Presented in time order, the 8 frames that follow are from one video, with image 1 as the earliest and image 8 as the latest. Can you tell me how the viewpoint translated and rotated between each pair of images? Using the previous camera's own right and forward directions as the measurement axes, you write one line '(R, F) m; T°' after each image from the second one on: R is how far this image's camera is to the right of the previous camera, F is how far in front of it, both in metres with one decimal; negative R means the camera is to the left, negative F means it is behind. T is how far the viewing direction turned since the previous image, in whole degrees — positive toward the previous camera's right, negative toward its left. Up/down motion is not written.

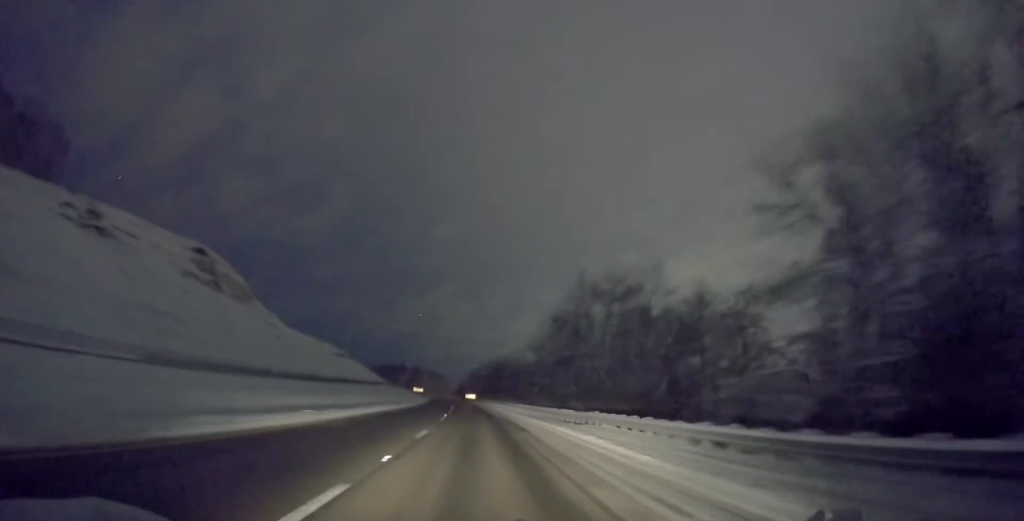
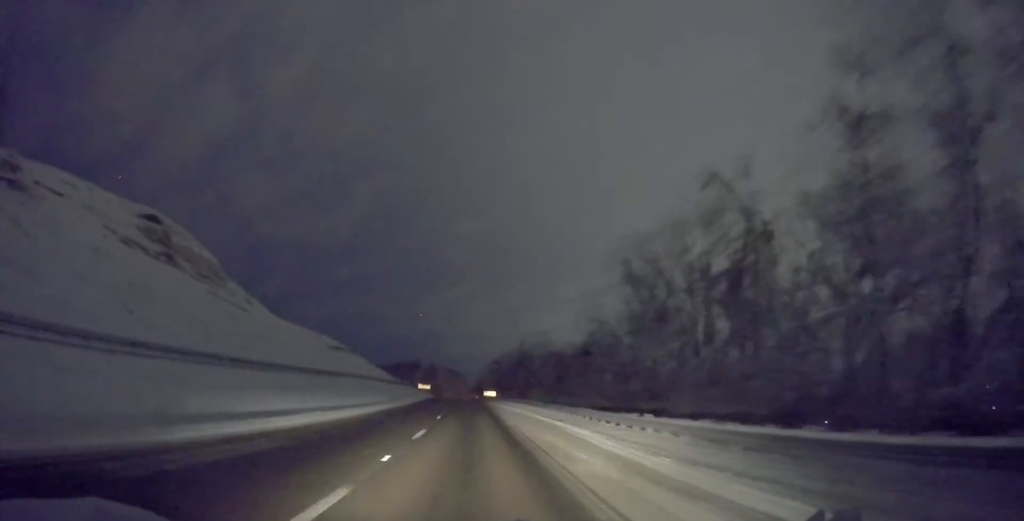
(-1.1, +49.0) m; -3°
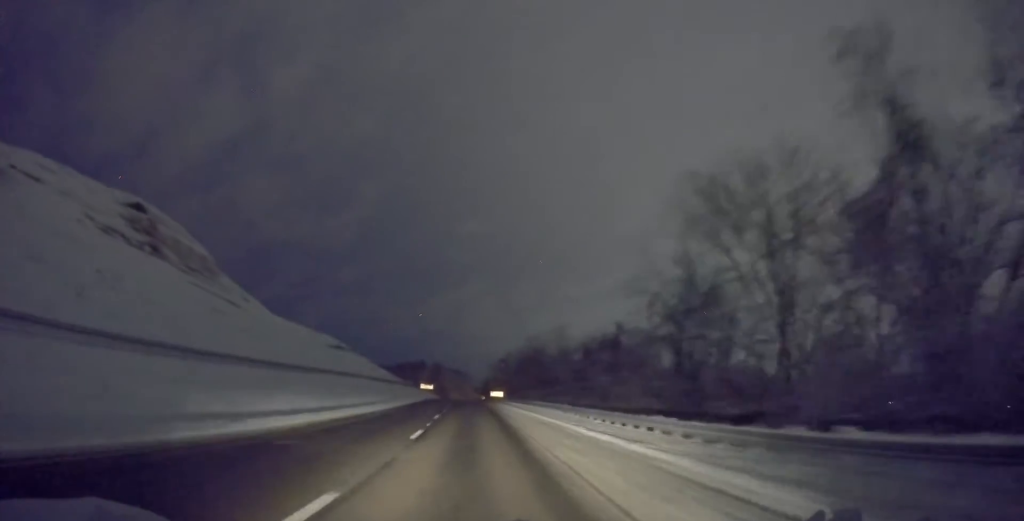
(-0.1, +12.5) m; 0°
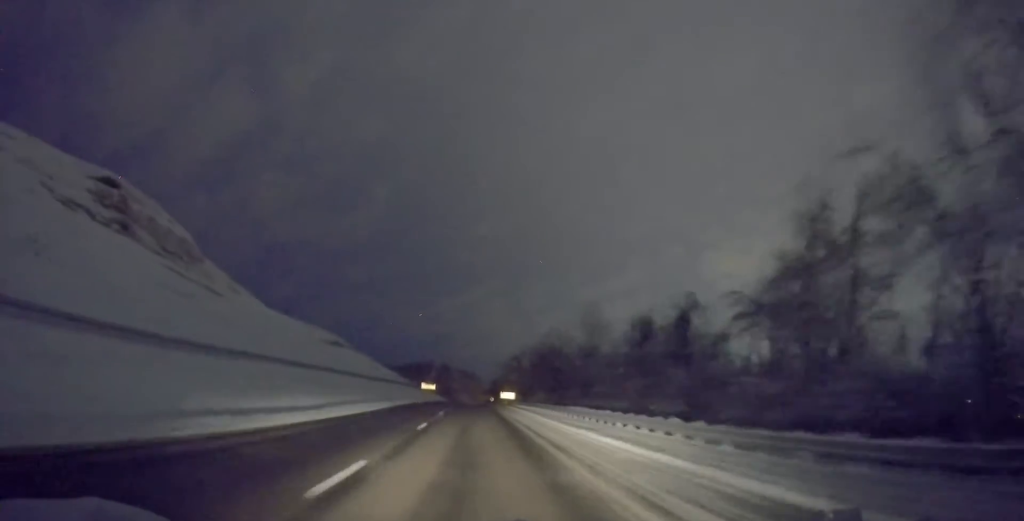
(-0.1, +21.1) m; 0°
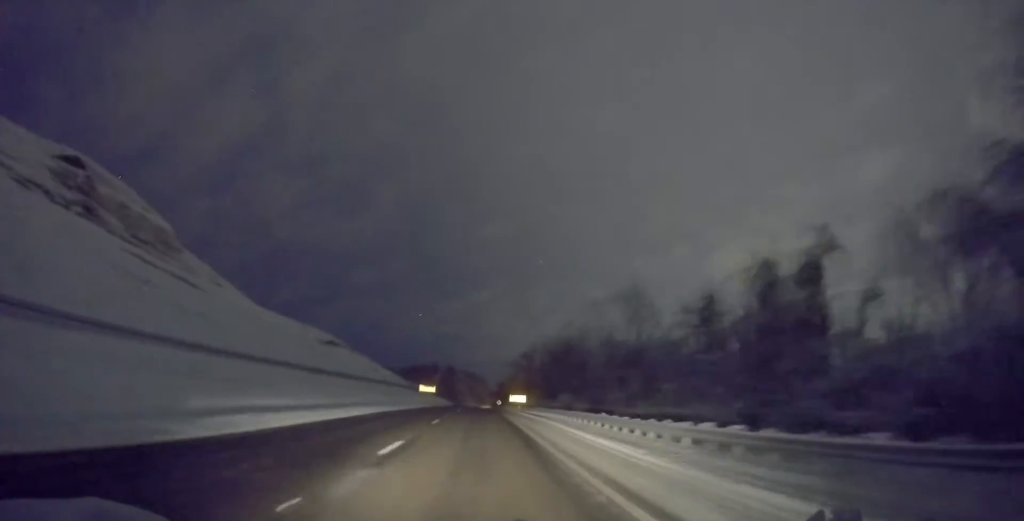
(+0.1, +19.6) m; 0°
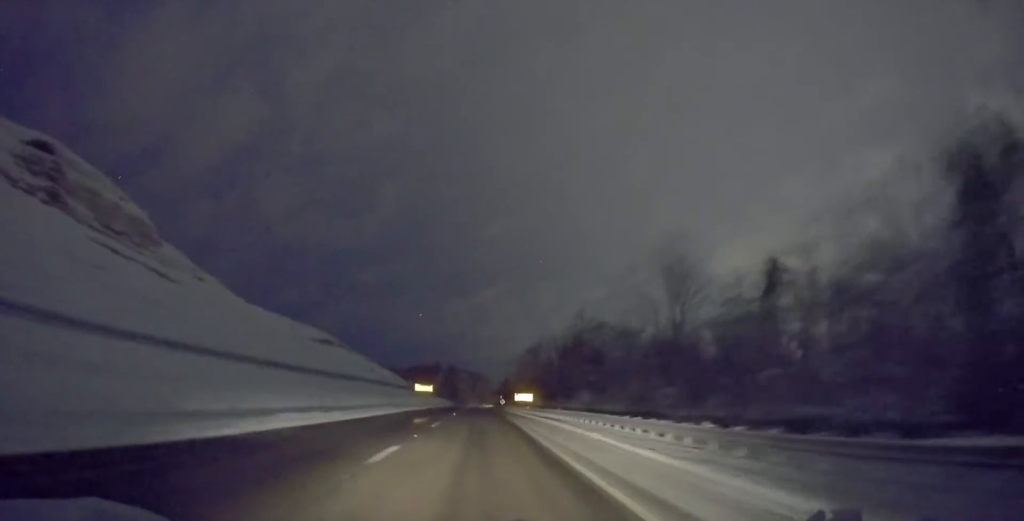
(-0.3, +13.4) m; 0°
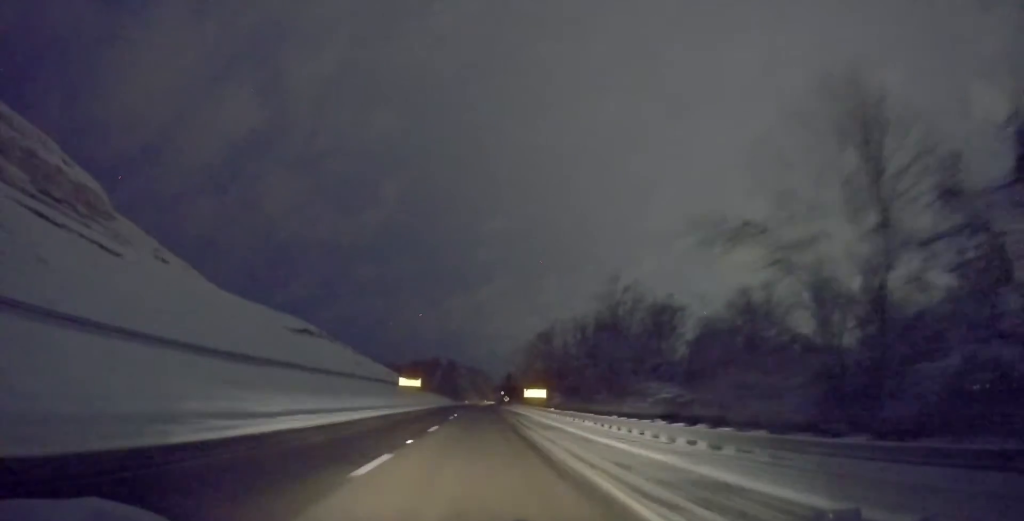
(+0.2, +25.9) m; 0°
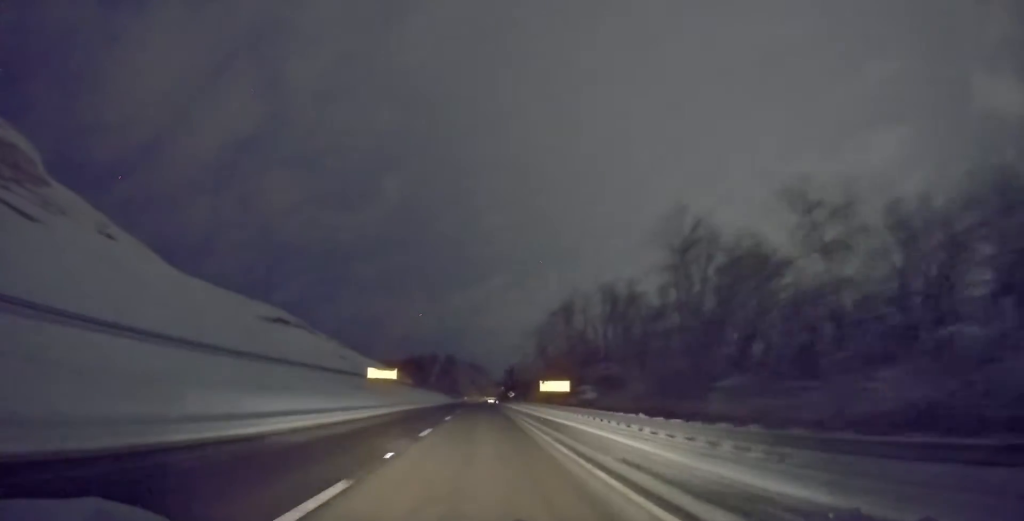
(-0.3, +28.2) m; 0°
